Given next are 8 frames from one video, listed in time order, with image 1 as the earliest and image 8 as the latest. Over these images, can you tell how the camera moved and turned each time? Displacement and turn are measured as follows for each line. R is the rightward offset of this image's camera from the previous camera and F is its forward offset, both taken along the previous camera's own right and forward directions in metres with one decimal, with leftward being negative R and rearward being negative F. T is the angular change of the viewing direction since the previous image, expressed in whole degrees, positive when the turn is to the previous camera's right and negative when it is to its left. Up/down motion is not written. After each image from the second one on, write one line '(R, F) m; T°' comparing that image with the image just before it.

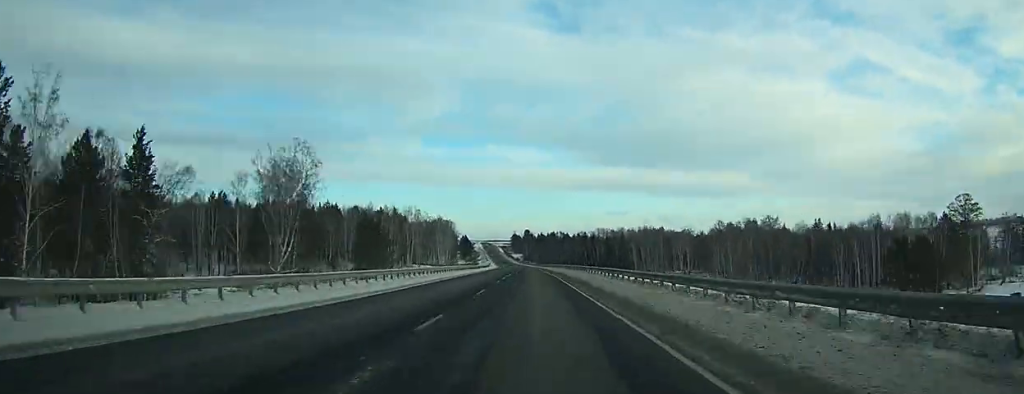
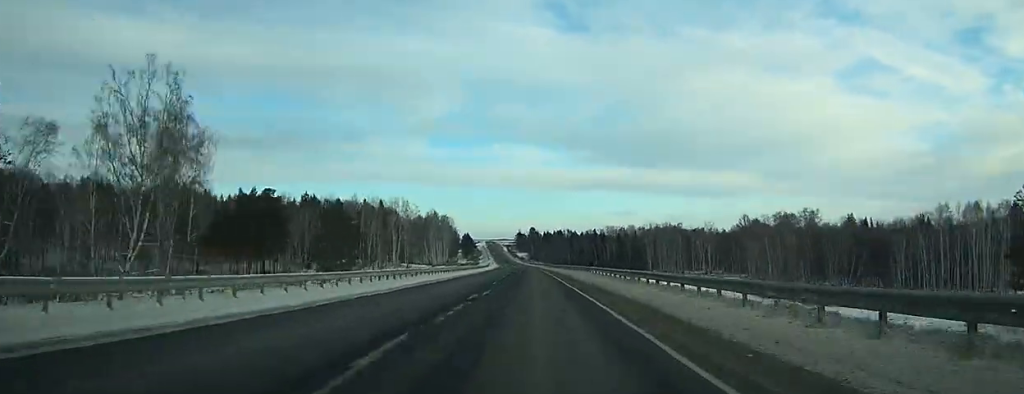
(-0.1, +27.2) m; -1°
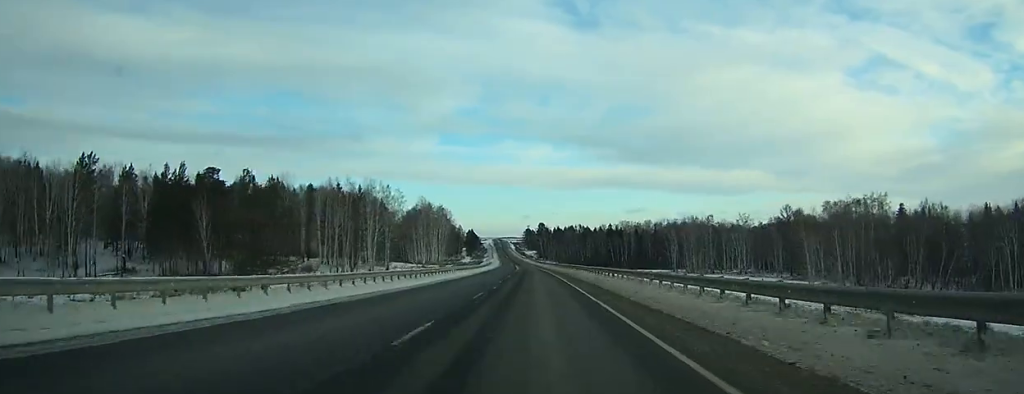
(-0.2, +34.1) m; -1°
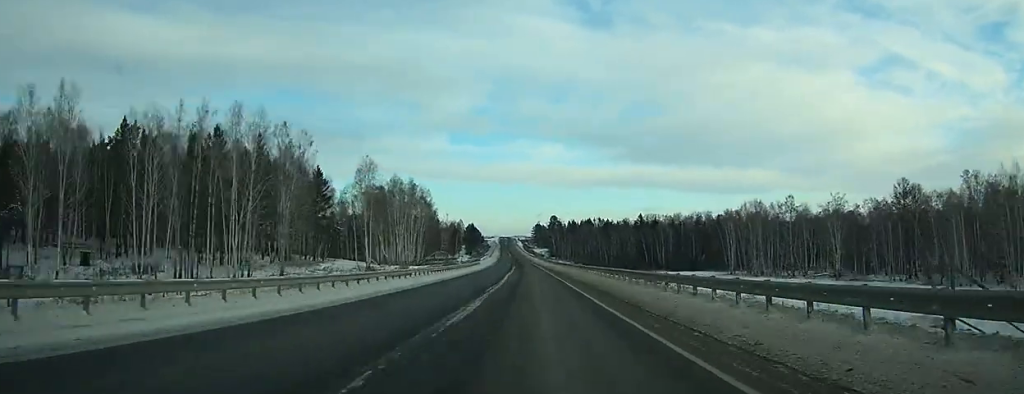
(-0.6, +67.4) m; -1°
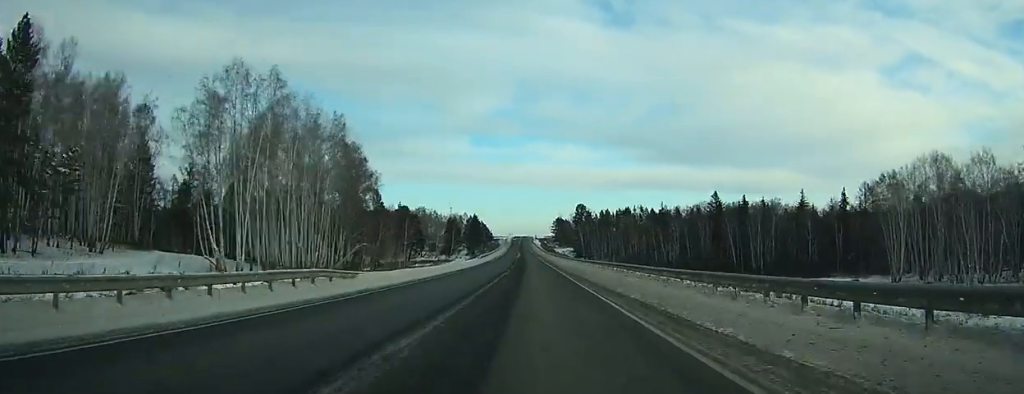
(-1.4, +91.0) m; -2°
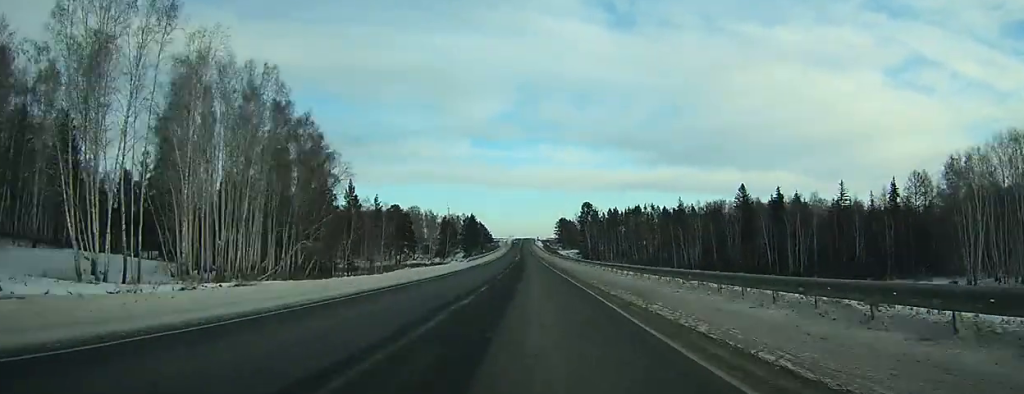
(-0.2, +23.9) m; 0°
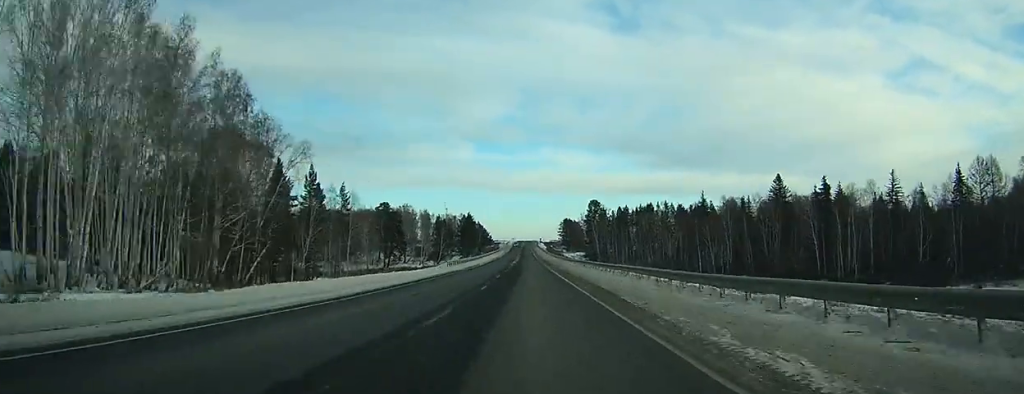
(-0.2, +24.0) m; 0°
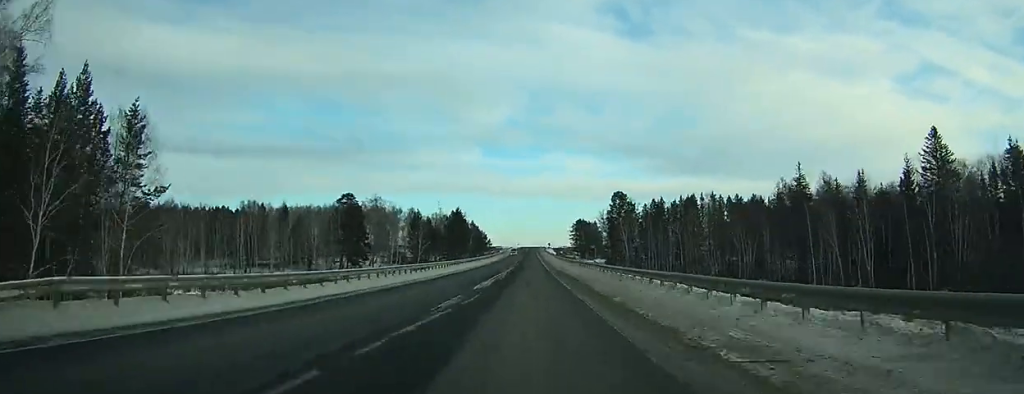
(-0.2, +58.8) m; 0°
